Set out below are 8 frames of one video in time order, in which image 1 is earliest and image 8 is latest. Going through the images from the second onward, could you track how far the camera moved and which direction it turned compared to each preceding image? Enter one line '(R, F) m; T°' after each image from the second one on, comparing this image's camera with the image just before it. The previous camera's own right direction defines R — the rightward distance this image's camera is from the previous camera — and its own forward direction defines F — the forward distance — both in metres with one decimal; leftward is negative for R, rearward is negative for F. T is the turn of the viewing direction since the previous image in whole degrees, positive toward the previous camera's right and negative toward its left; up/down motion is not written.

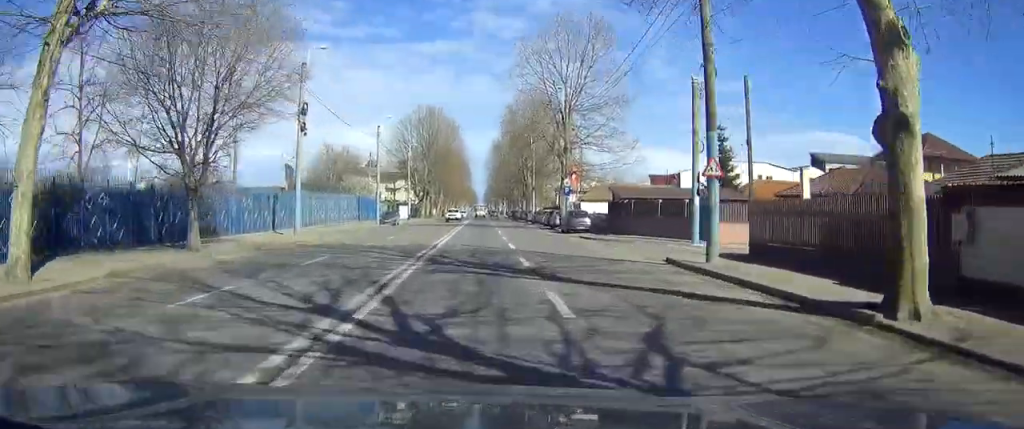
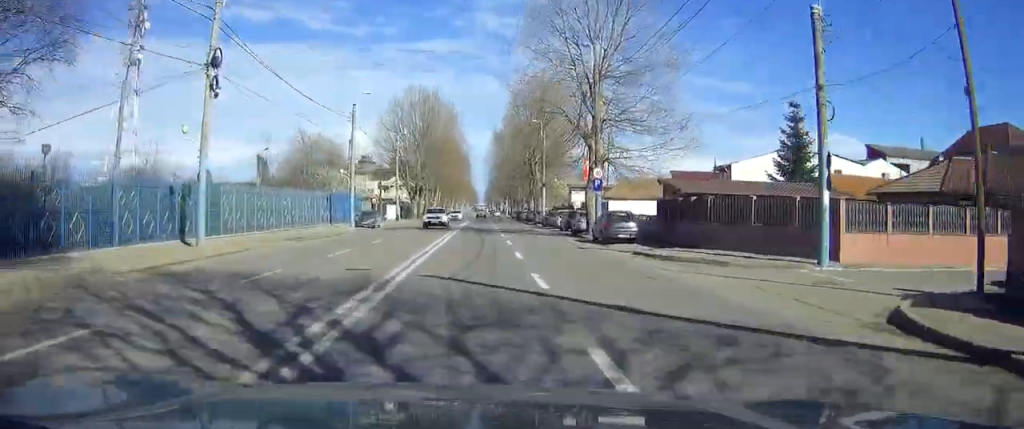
(+0.1, +13.8) m; 0°
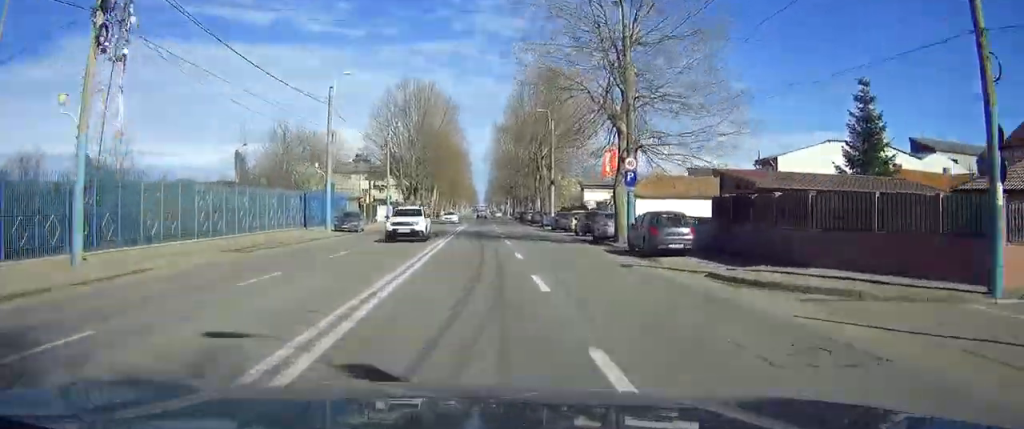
(0.0, +8.7) m; 0°
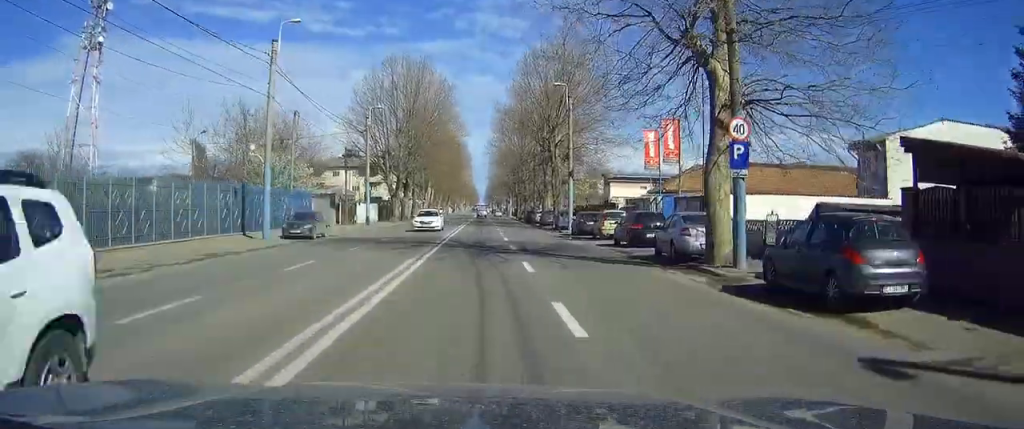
(-0.1, +13.3) m; -1°
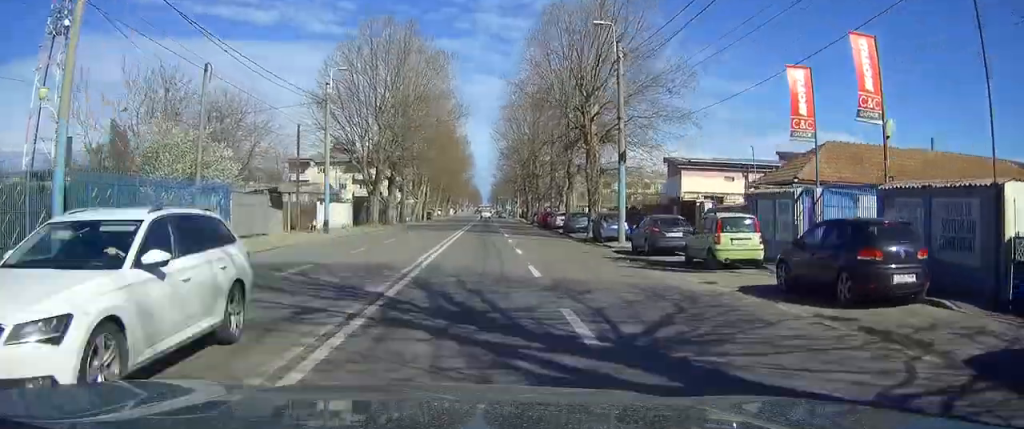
(0.0, +17.8) m; +1°
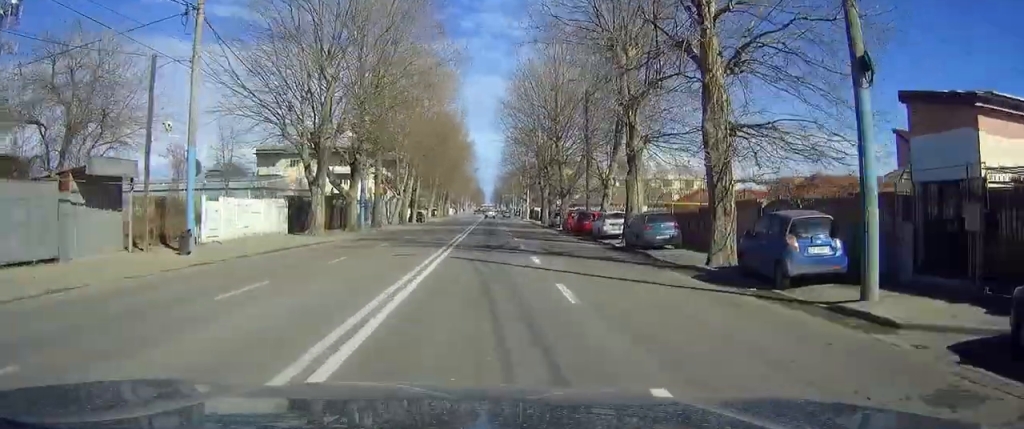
(+0.1, +21.9) m; 0°
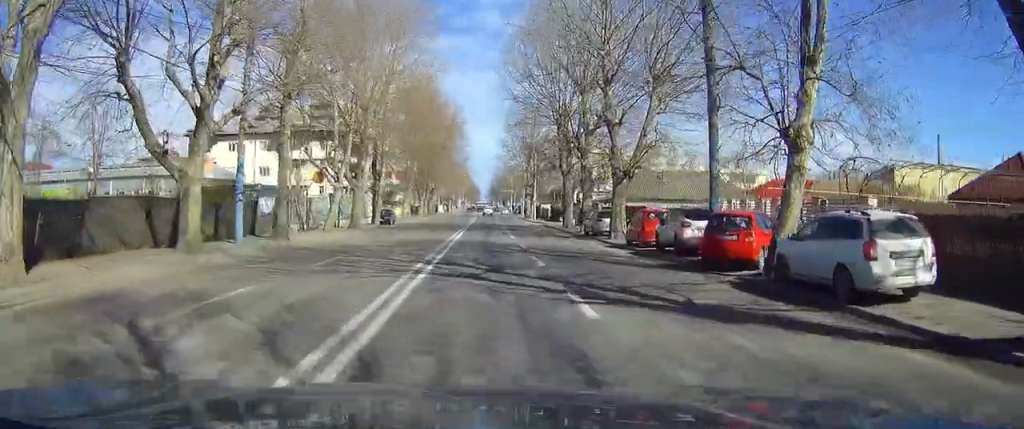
(+0.2, +27.0) m; 0°
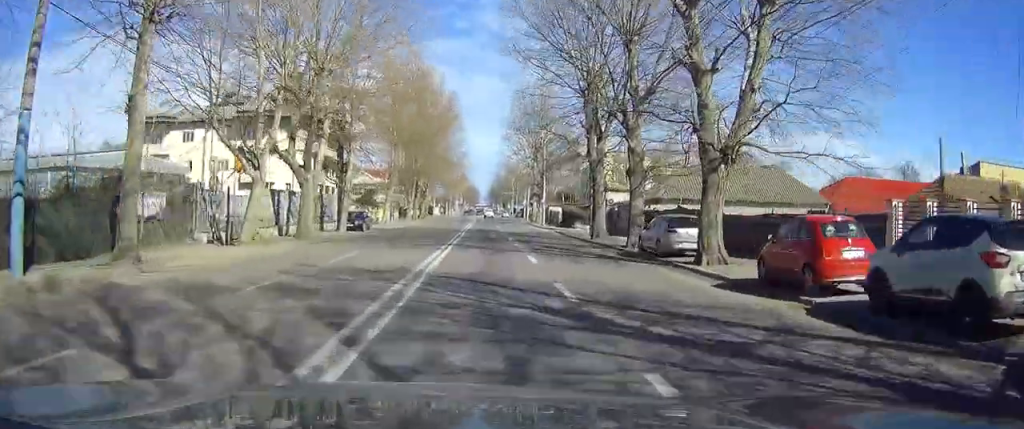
(-0.1, +14.8) m; -1°
